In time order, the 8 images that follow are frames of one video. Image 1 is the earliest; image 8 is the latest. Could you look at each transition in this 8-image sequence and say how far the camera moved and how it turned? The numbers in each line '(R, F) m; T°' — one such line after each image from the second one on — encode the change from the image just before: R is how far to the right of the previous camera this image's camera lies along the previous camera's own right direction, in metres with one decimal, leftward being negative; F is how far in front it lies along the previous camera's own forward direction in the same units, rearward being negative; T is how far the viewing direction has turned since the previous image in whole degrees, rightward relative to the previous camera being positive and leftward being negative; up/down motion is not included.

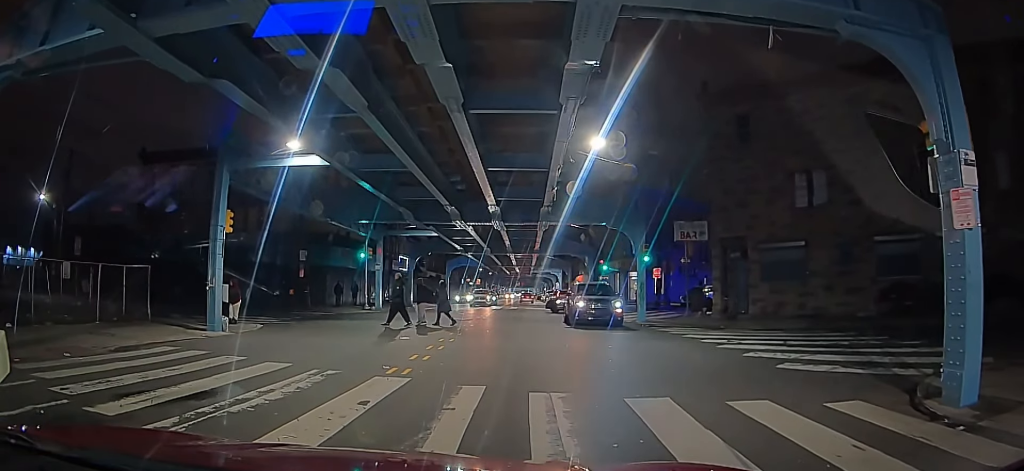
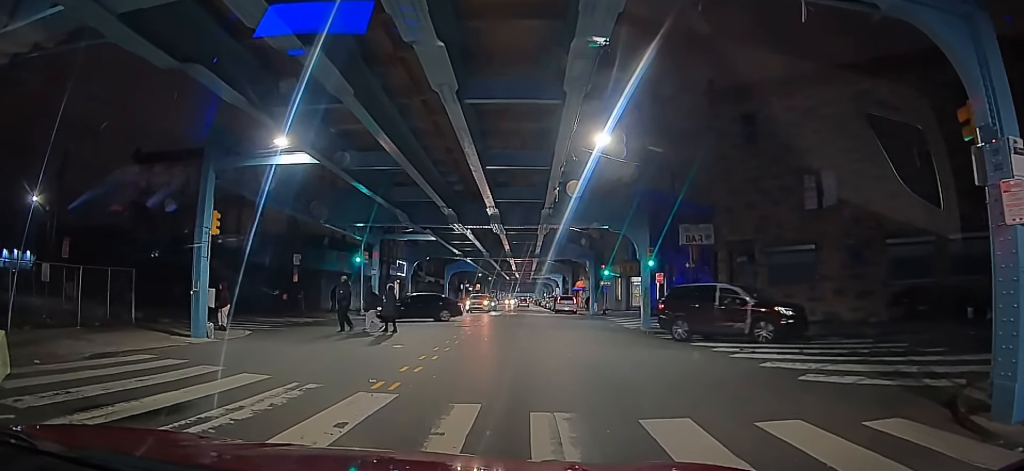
(+0.7, +1.9) m; +4°
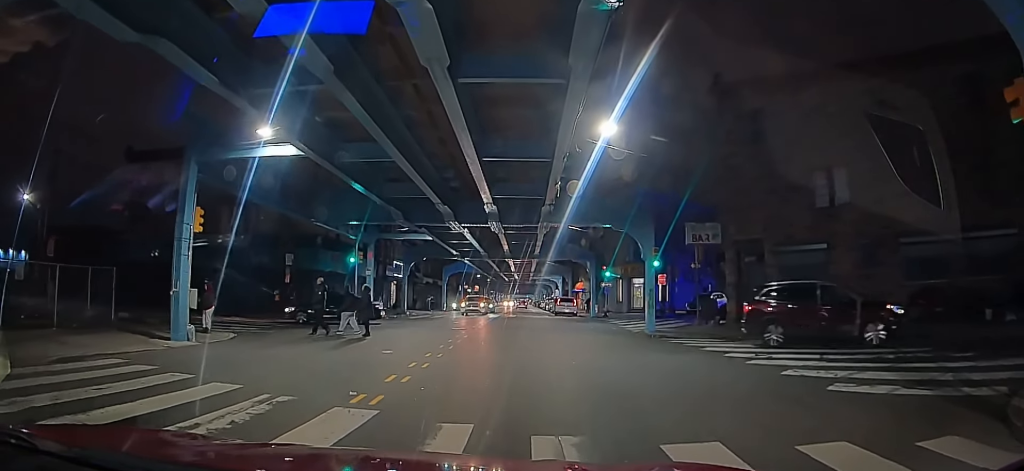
(-0.1, +1.5) m; 0°
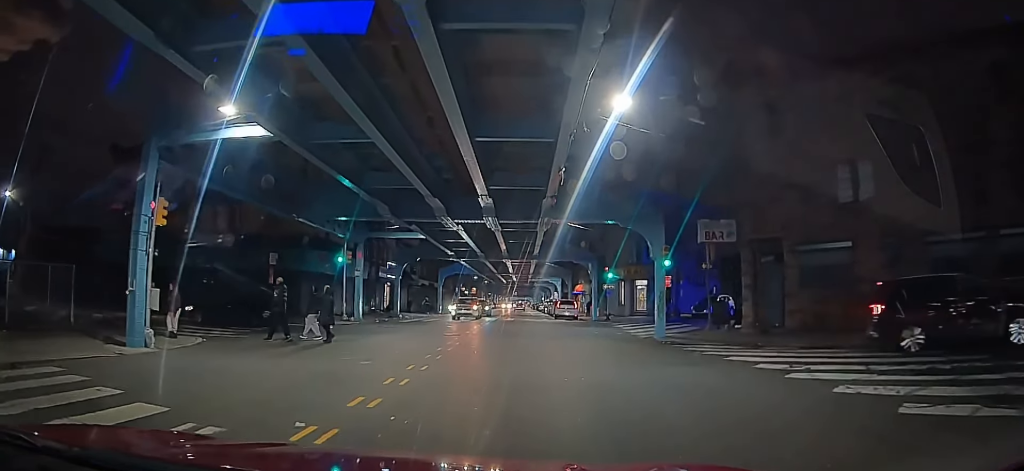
(-0.2, +1.7) m; -1°
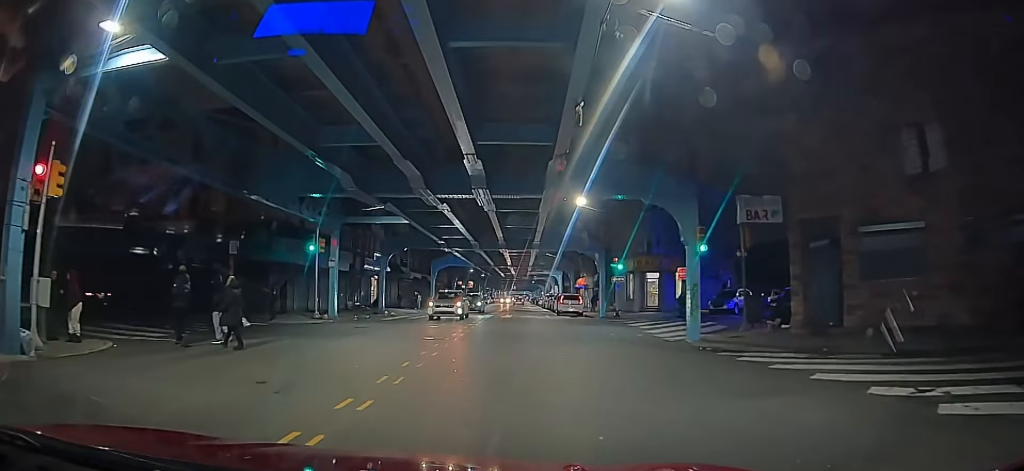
(+0.3, +3.7) m; +7°
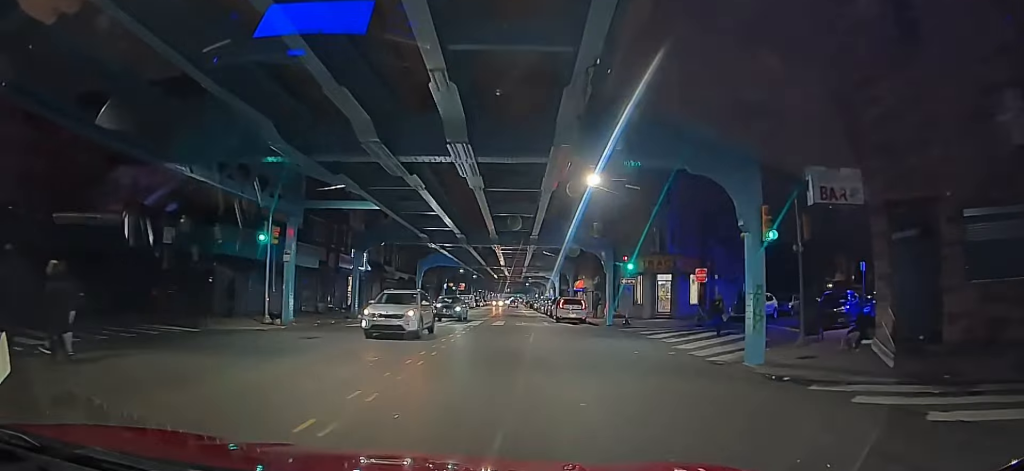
(+0.2, +4.4) m; +2°
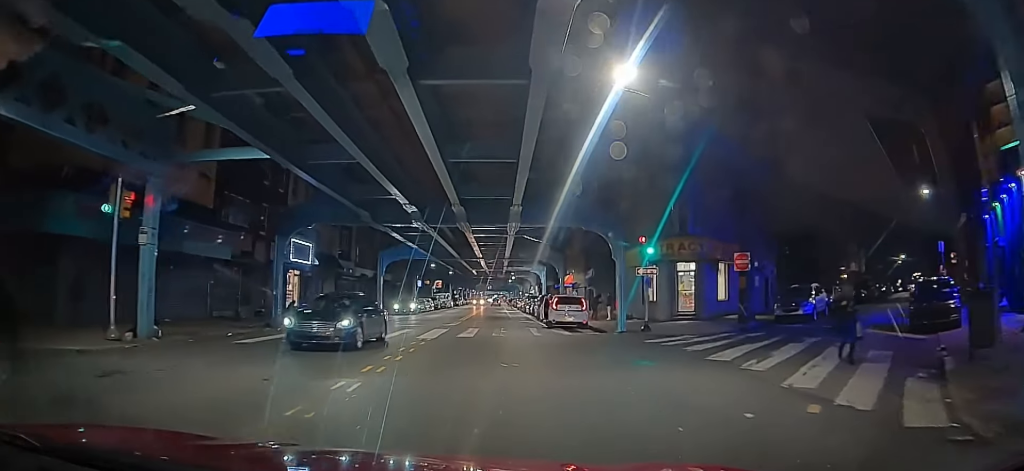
(0.0, +7.1) m; +1°
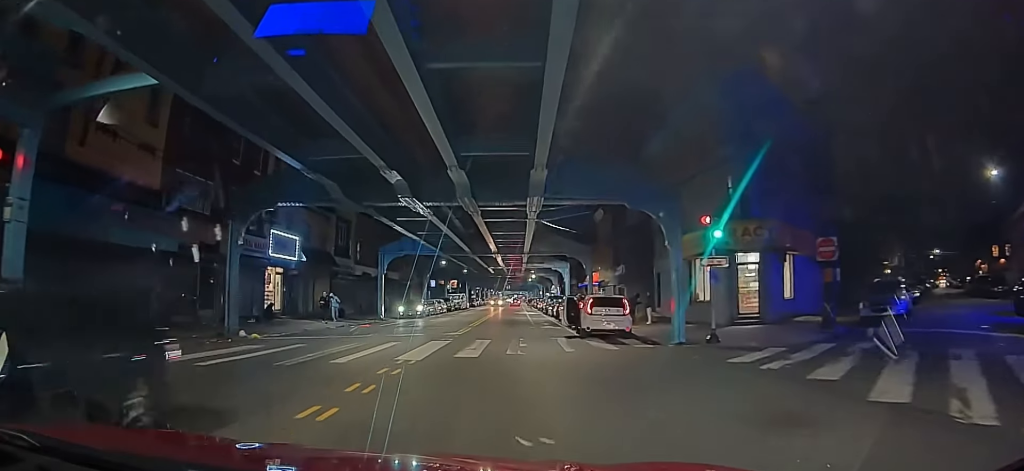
(+0.1, +4.7) m; -4°
